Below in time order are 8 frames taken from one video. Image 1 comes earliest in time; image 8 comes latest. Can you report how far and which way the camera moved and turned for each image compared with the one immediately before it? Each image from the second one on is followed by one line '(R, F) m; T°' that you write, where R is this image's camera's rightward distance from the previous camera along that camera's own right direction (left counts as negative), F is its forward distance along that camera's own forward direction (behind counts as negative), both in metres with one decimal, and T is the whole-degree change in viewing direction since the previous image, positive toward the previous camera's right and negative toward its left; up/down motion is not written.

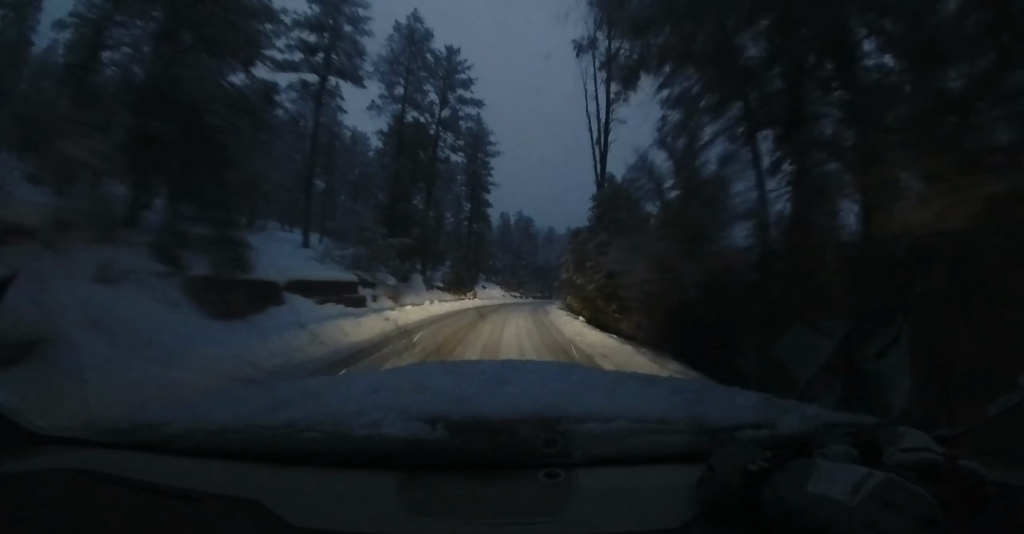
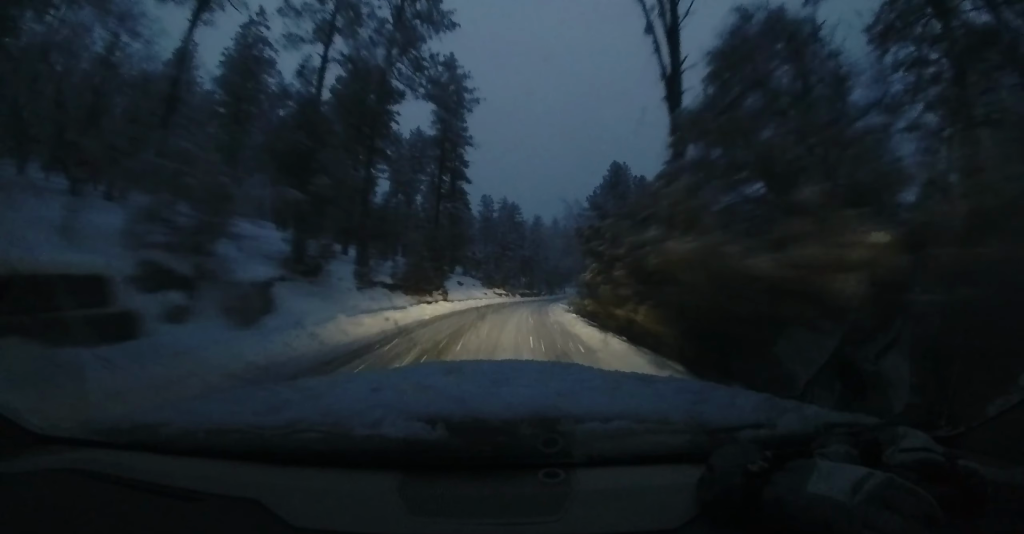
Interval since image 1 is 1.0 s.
(+0.3, +12.3) m; +2°
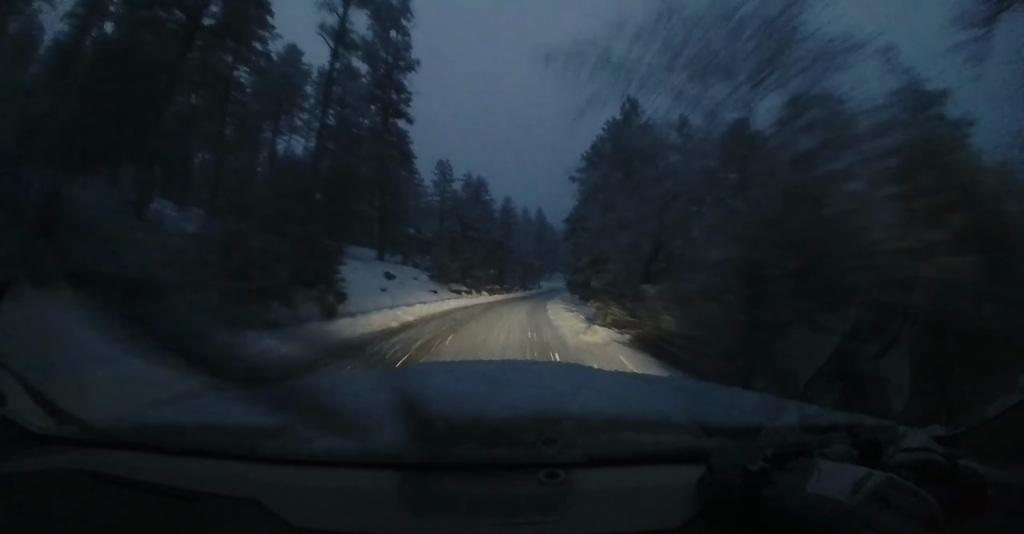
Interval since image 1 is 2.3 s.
(+0.2, +17.3) m; +3°
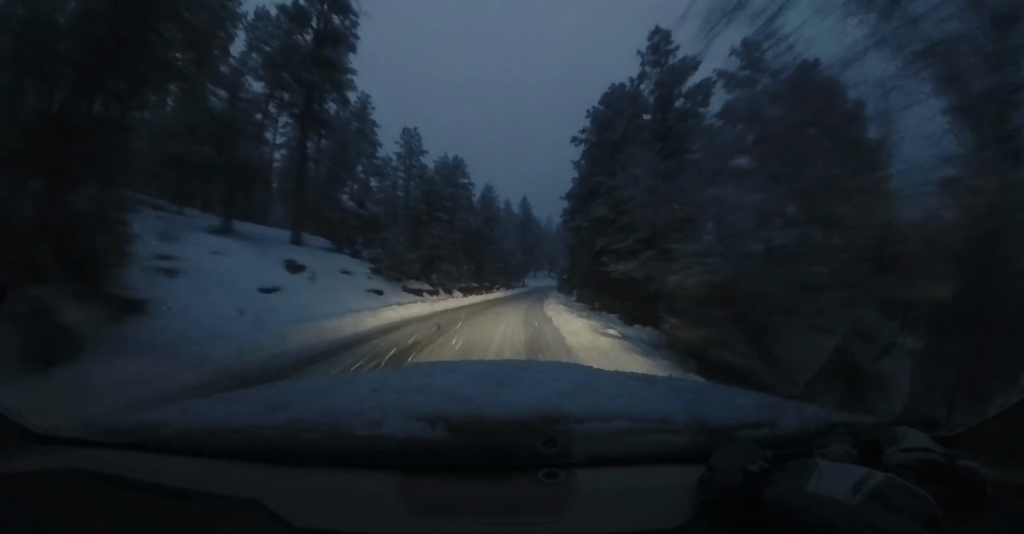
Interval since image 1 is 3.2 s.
(+0.2, +10.8) m; +4°
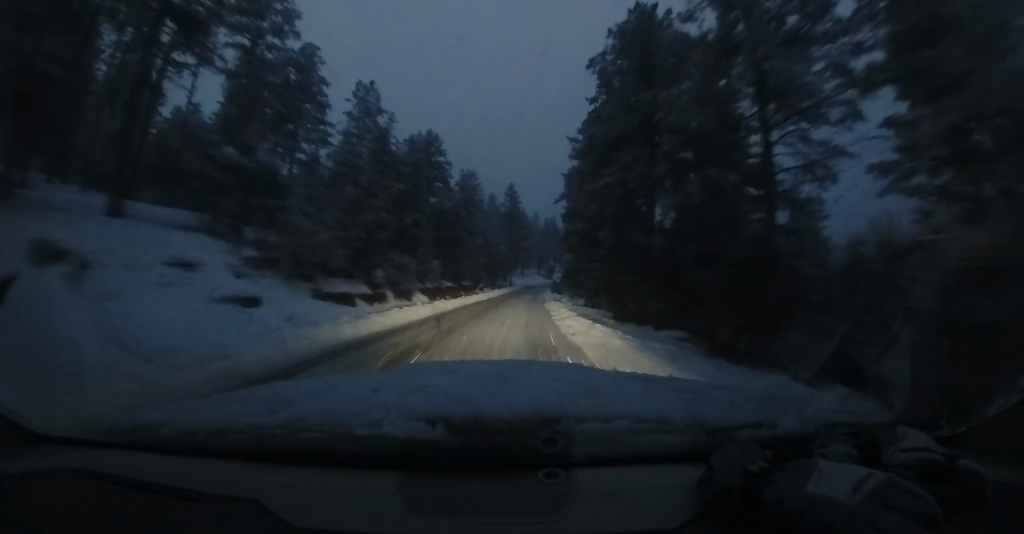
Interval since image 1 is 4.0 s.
(+0.5, +10.3) m; +4°
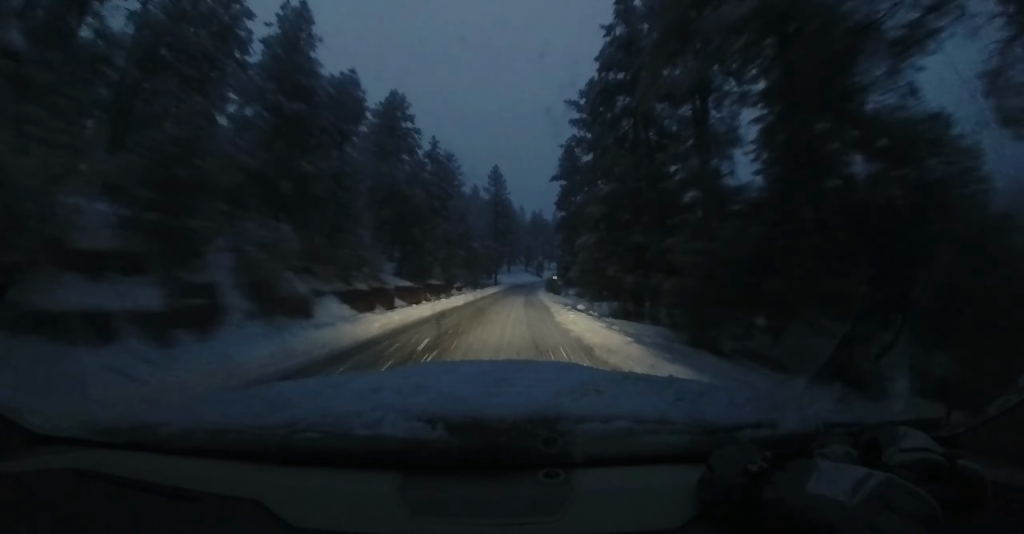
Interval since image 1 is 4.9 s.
(+0.3, +11.1) m; +2°
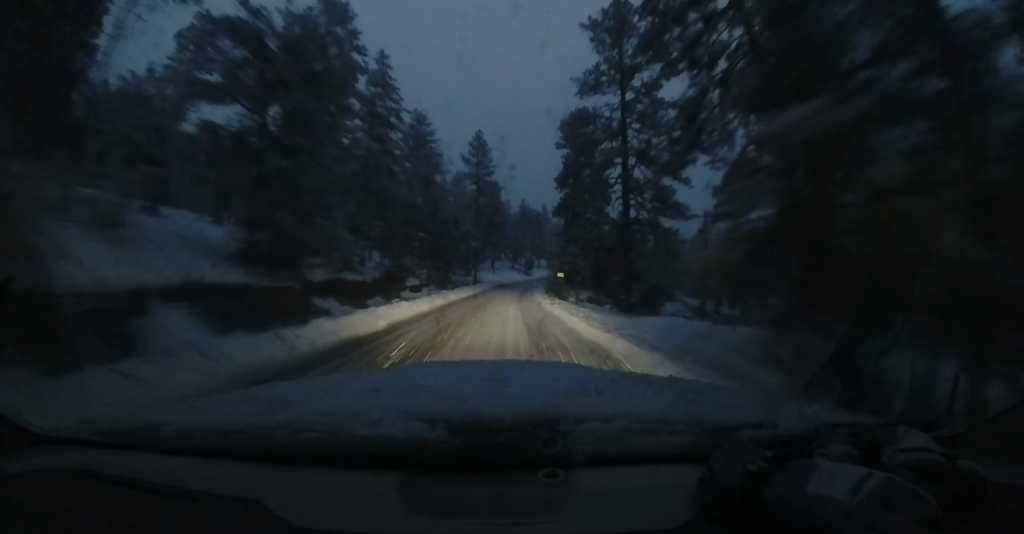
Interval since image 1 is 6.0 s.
(0.0, +15.8) m; 0°
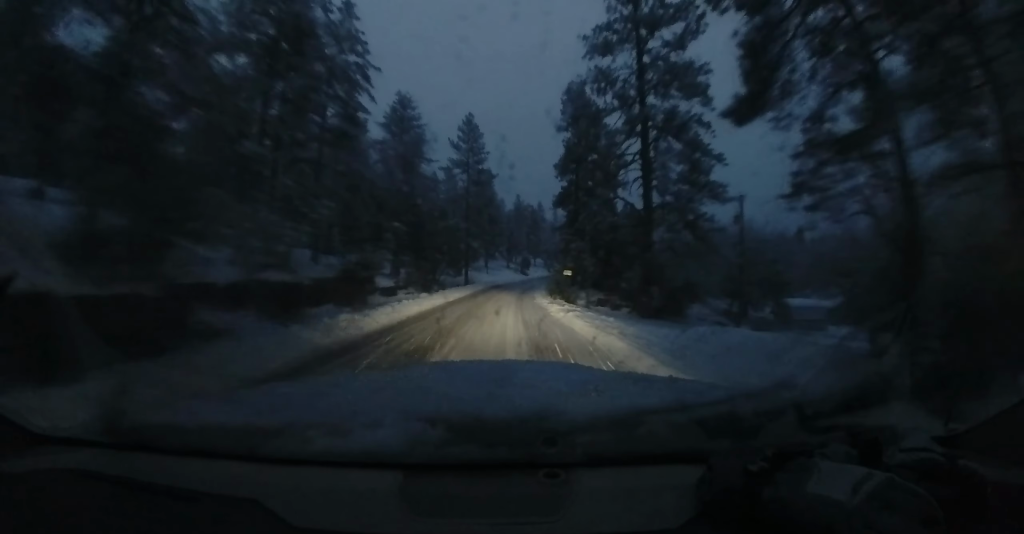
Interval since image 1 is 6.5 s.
(0.0, +5.8) m; 0°
